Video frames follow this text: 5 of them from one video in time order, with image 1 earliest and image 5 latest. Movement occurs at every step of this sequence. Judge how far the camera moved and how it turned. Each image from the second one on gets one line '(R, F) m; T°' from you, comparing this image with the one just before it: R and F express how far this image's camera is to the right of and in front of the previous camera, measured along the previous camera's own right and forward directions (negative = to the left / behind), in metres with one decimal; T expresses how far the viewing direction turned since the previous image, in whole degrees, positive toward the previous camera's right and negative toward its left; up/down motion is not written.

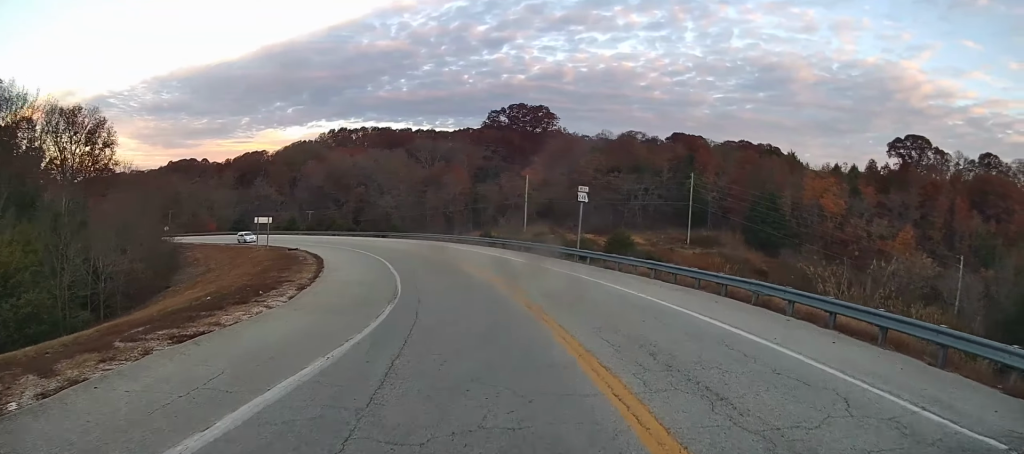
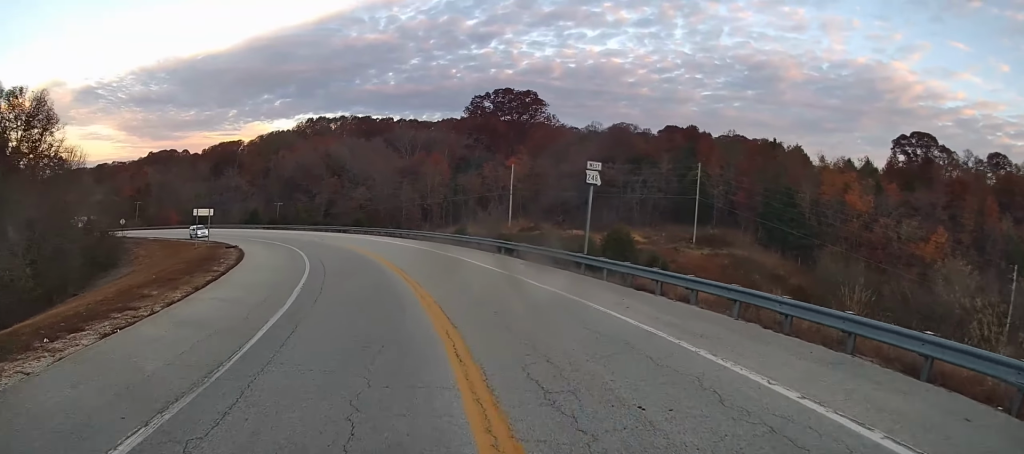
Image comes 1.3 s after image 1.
(+0.8, +10.4) m; +3°
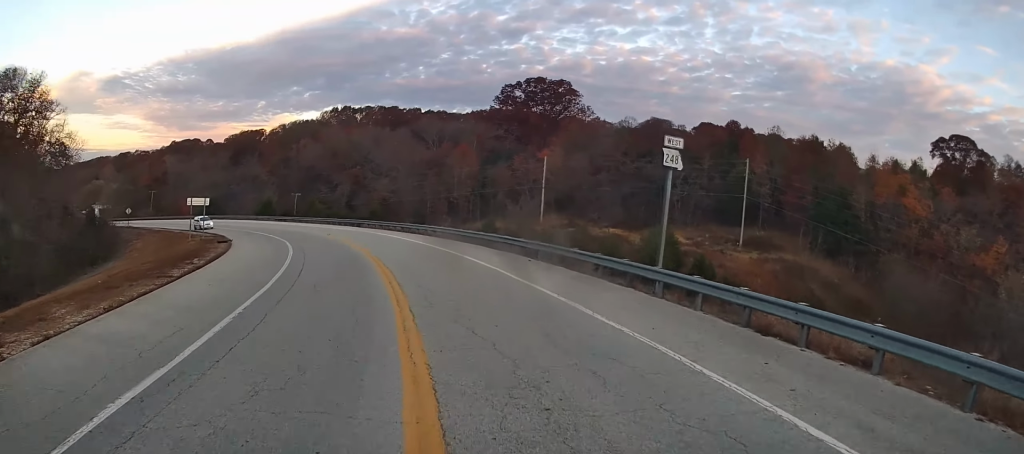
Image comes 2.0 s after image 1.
(-0.2, +6.7) m; -5°
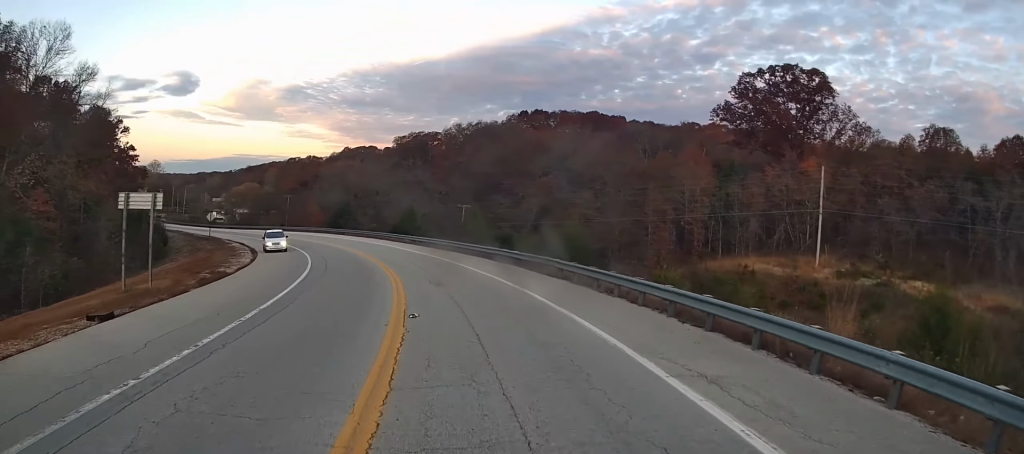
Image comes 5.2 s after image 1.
(-7.7, +31.9) m; -24°
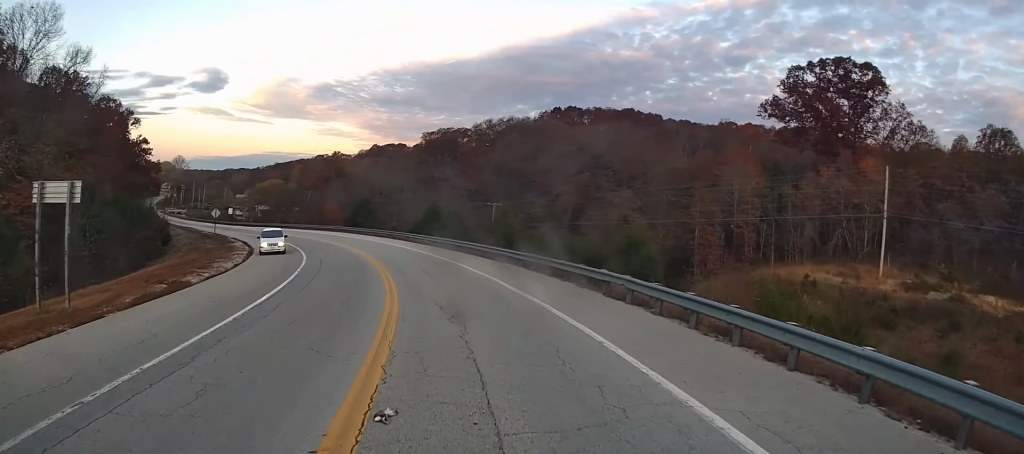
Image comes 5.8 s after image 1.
(-0.2, +7.1) m; -3°
